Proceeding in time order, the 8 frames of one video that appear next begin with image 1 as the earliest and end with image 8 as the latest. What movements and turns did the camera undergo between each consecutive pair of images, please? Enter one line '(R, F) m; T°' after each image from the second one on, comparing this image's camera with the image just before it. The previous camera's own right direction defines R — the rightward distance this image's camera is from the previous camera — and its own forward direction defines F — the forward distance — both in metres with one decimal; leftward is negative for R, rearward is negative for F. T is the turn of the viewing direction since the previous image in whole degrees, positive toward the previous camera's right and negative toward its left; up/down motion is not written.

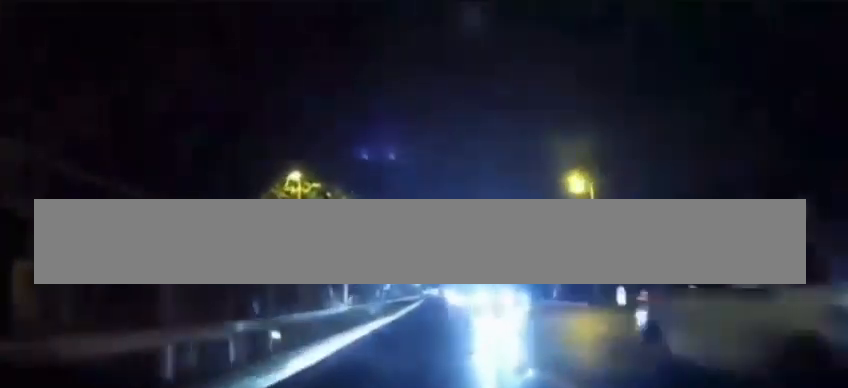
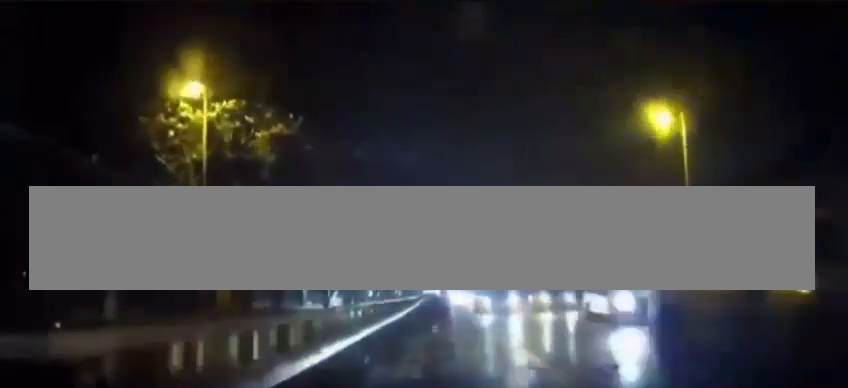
(+0.3, +15.1) m; +1°
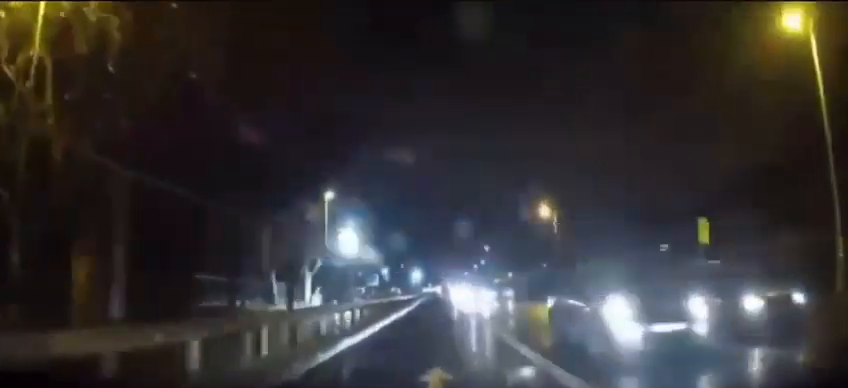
(0.0, +10.4) m; -1°
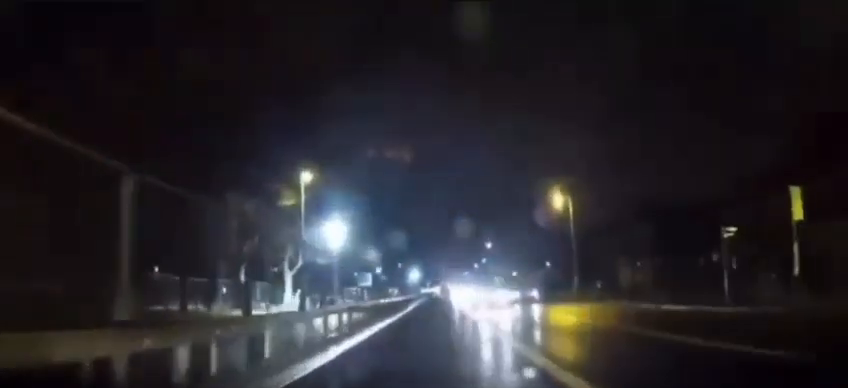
(-0.1, +6.9) m; 0°
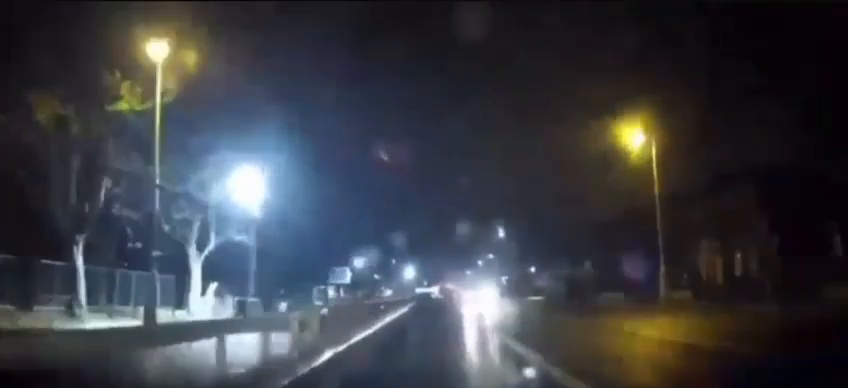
(+0.2, +19.0) m; +1°
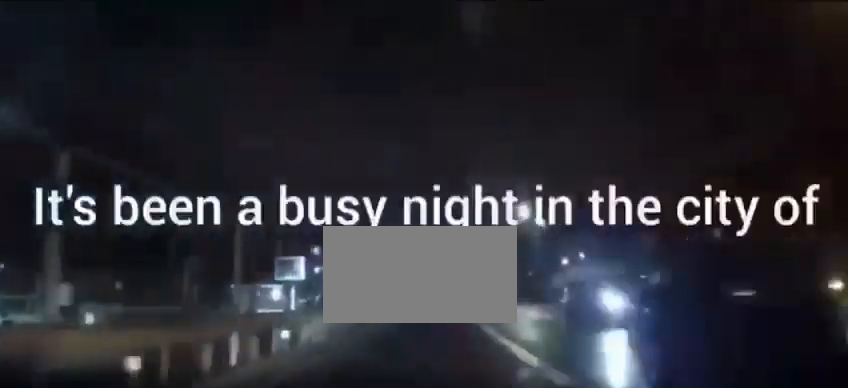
(+0.3, +19.9) m; +1°
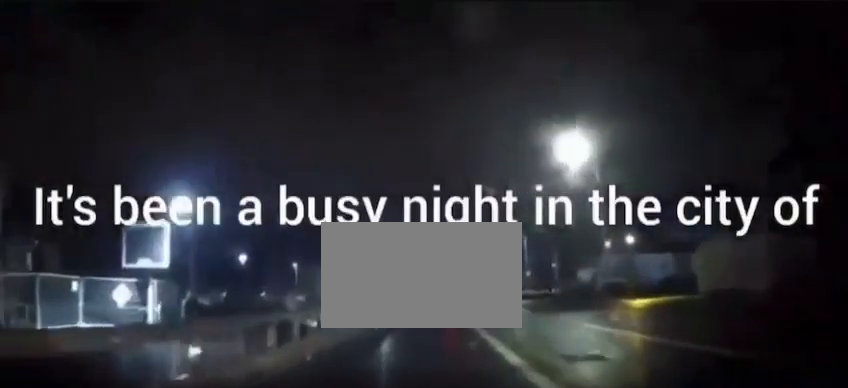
(-0.4, +20.8) m; -2°
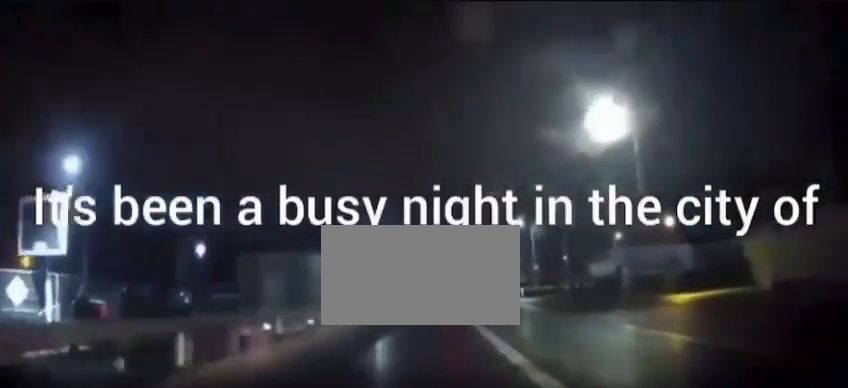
(+0.1, +6.5) m; 0°
